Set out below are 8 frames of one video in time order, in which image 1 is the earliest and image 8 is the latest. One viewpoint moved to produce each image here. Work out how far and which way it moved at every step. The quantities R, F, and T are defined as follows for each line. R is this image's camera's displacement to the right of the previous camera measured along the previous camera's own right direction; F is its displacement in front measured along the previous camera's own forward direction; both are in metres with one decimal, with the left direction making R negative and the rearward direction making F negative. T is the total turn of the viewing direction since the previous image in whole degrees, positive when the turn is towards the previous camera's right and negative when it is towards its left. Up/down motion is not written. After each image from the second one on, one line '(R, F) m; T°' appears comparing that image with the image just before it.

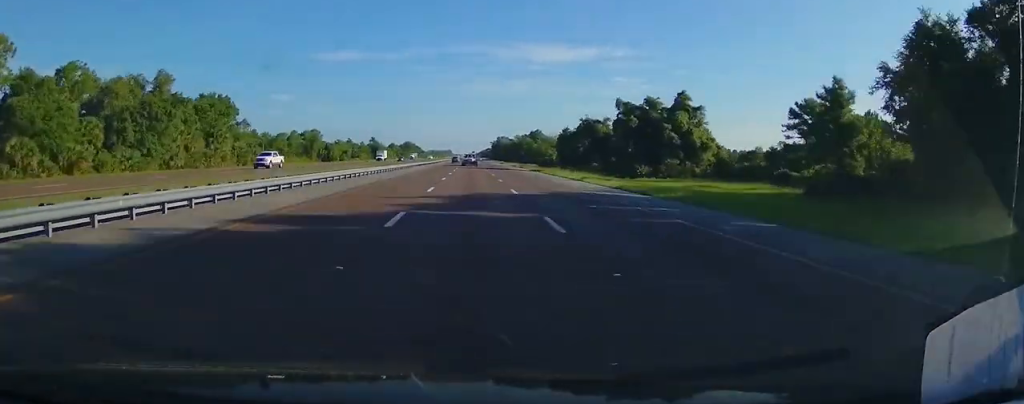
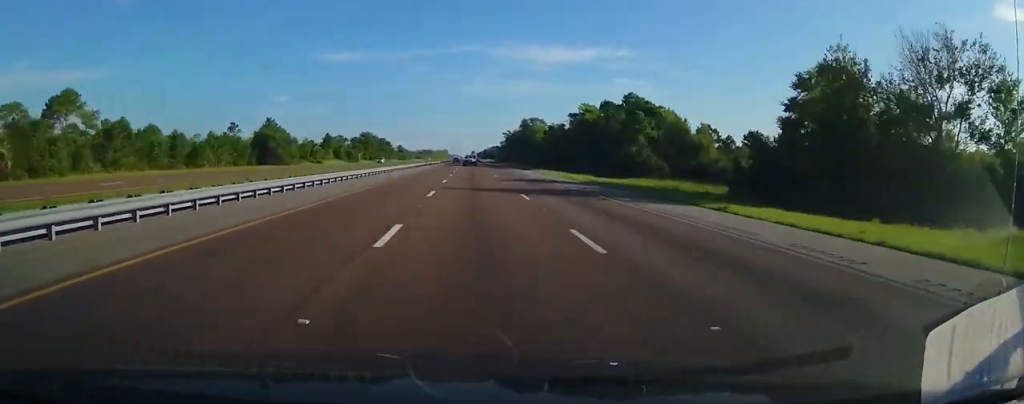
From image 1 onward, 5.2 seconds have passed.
(-0.3, +174.9) m; 0°
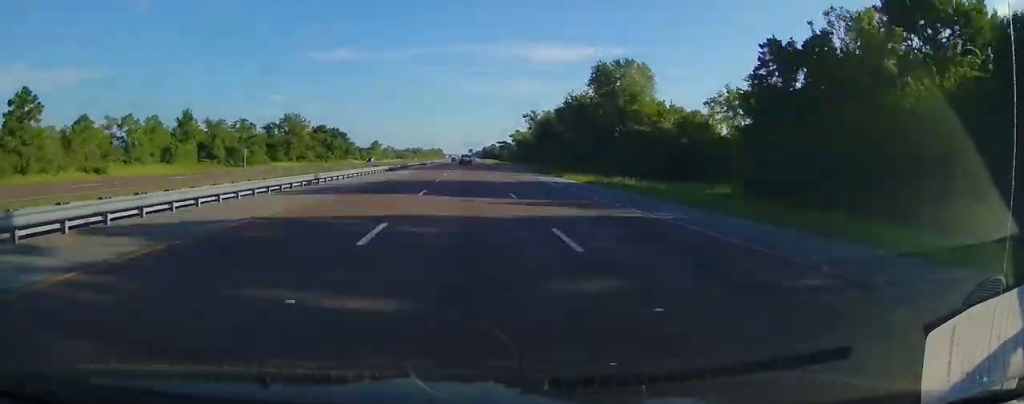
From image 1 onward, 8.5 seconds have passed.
(+0.2, +111.2) m; 0°
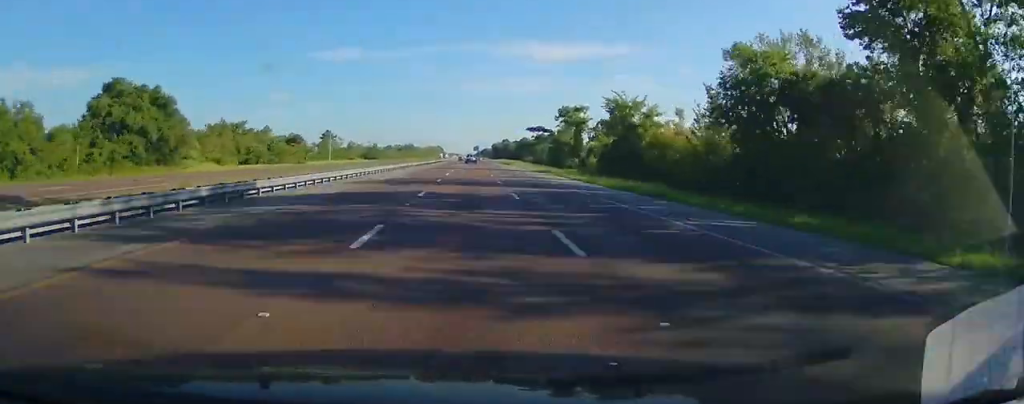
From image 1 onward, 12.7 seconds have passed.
(+0.2, +137.8) m; 0°
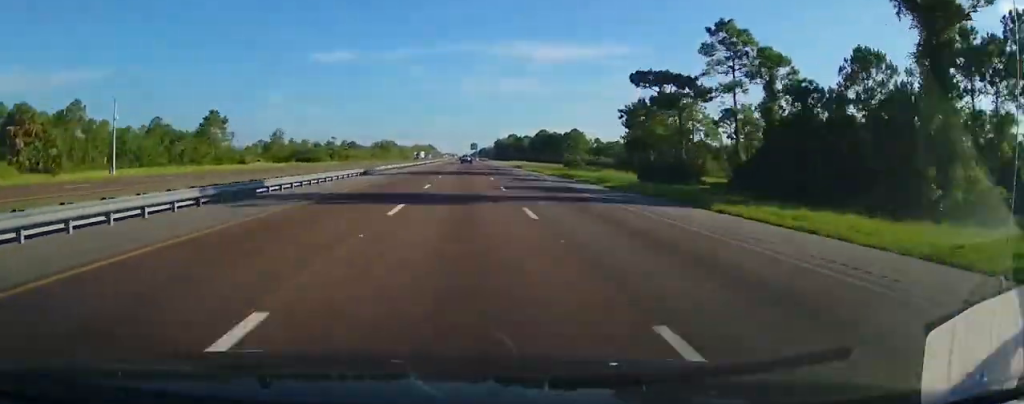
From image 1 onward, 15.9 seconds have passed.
(+0.1, +107.1) m; 0°
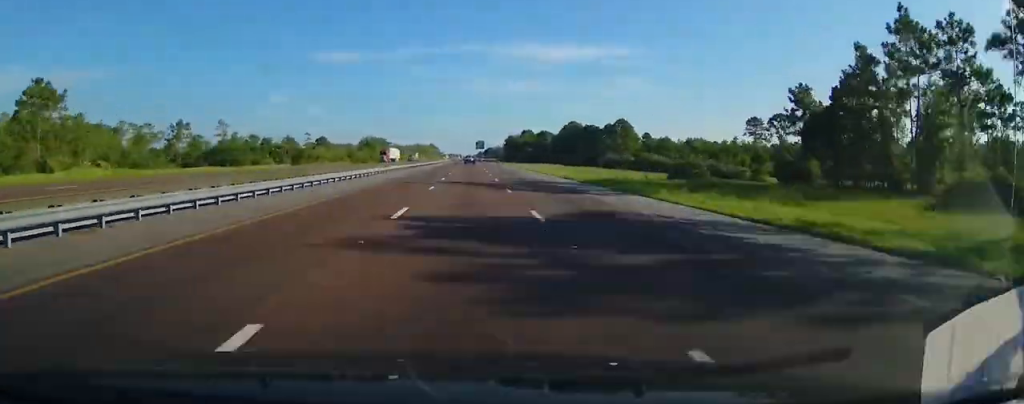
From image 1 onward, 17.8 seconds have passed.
(+0.2, +62.7) m; 0°
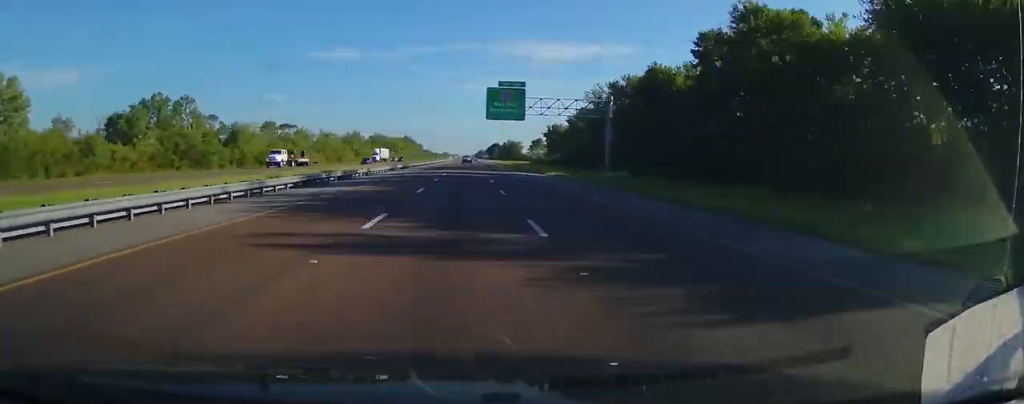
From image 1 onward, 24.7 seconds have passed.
(-0.4, +236.3) m; 0°
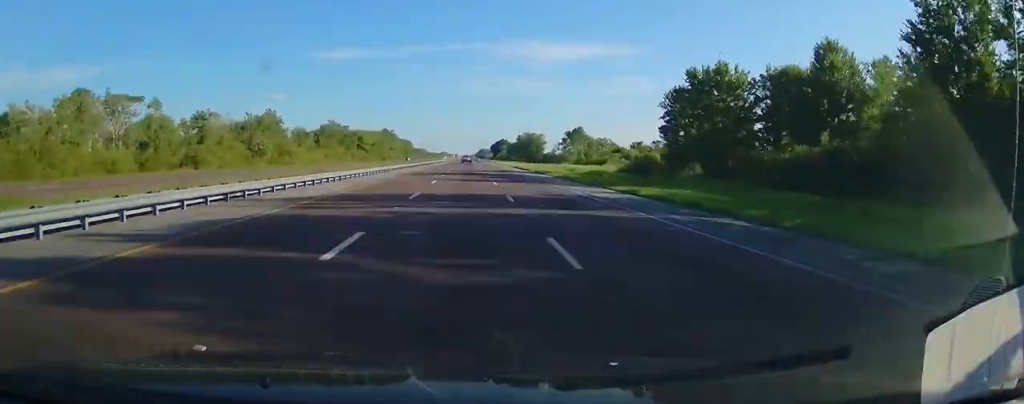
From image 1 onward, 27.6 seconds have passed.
(-0.1, +100.5) m; 0°
